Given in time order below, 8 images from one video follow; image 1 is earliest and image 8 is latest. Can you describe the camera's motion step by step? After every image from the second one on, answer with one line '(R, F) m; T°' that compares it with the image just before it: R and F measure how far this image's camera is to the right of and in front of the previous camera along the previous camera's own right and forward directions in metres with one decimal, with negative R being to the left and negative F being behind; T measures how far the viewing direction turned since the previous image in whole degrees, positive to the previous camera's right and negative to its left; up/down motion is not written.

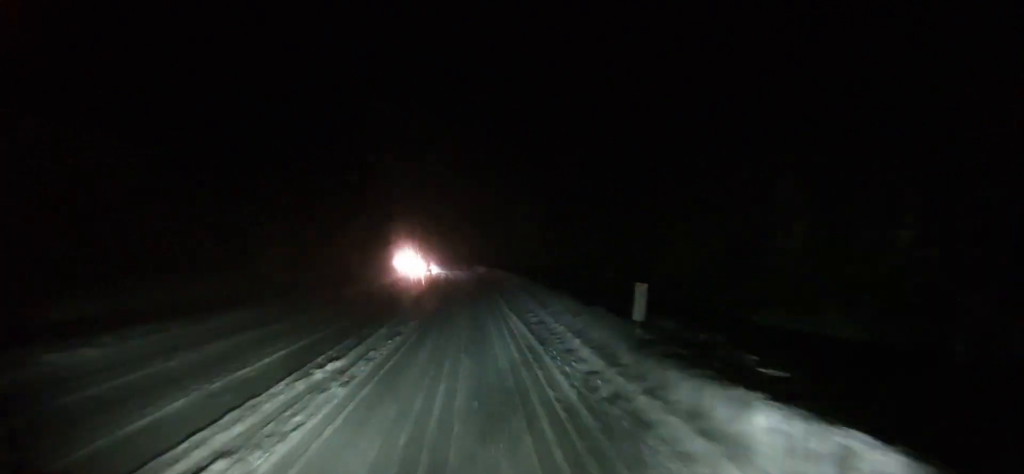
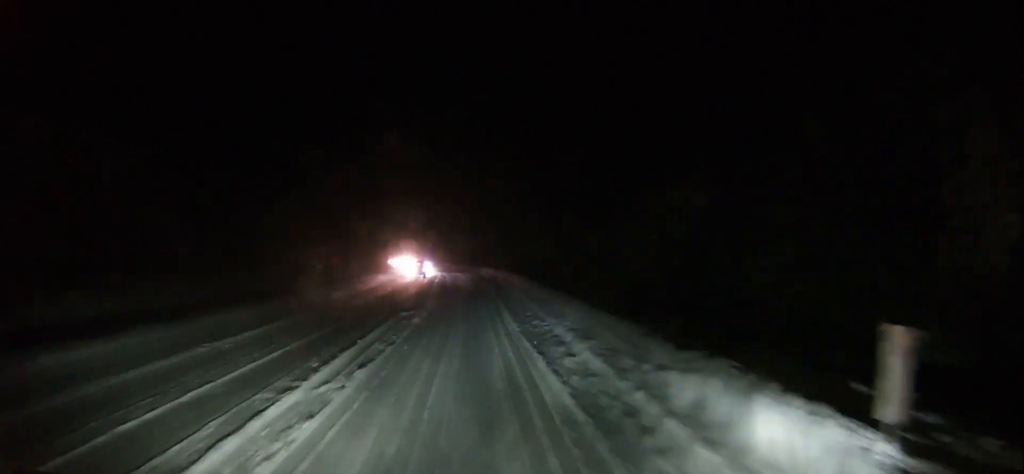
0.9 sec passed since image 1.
(0.0, +10.4) m; +1°
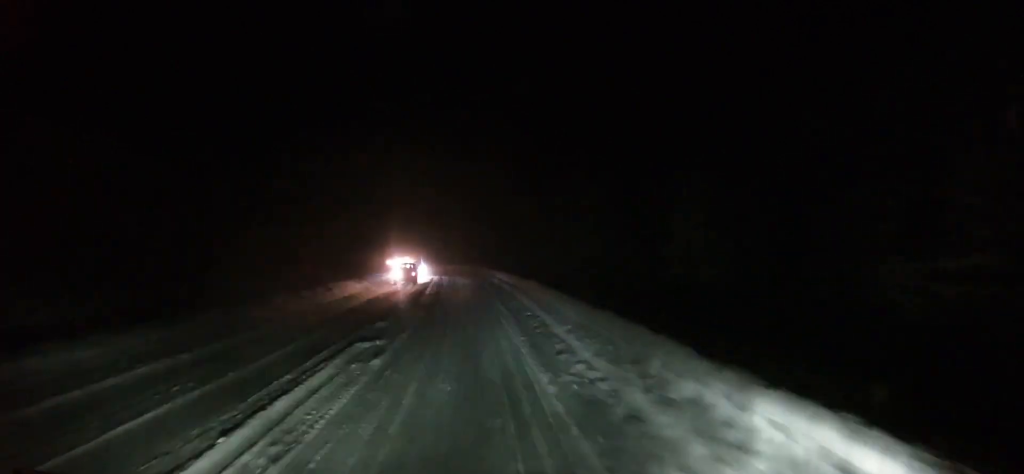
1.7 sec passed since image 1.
(+0.2, +9.9) m; 0°
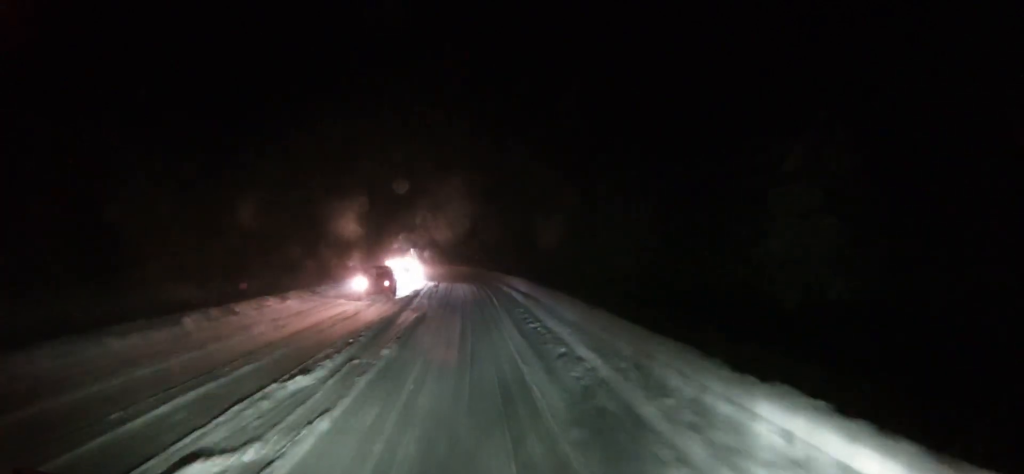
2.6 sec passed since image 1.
(-0.1, +10.6) m; -1°
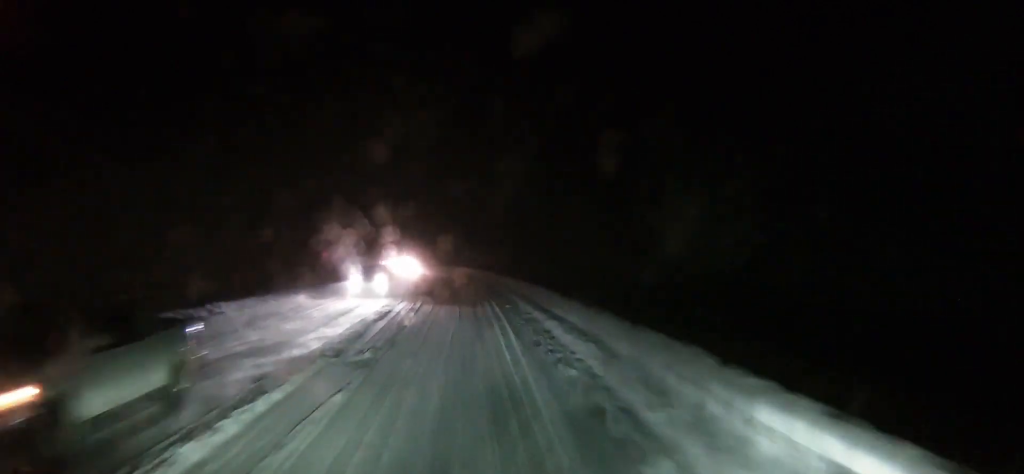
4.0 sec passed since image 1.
(-0.4, +16.0) m; -2°
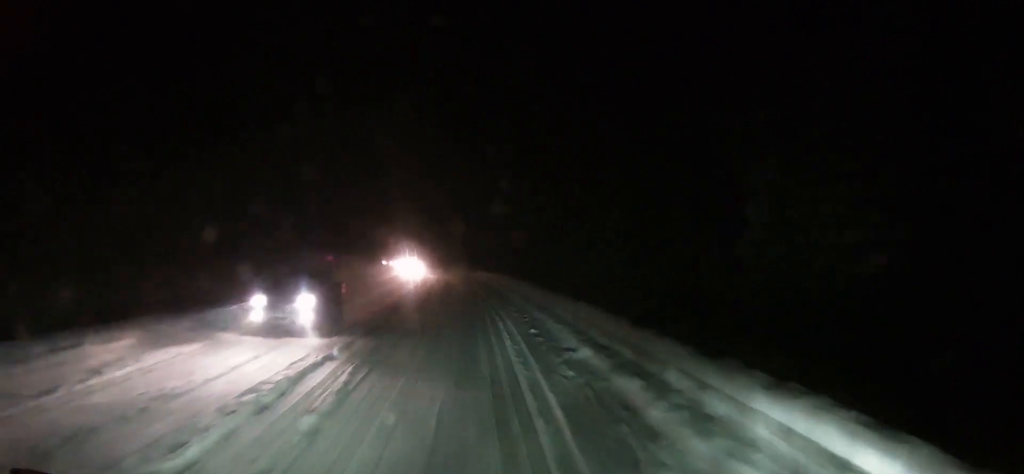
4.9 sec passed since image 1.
(-0.1, +10.4) m; -1°
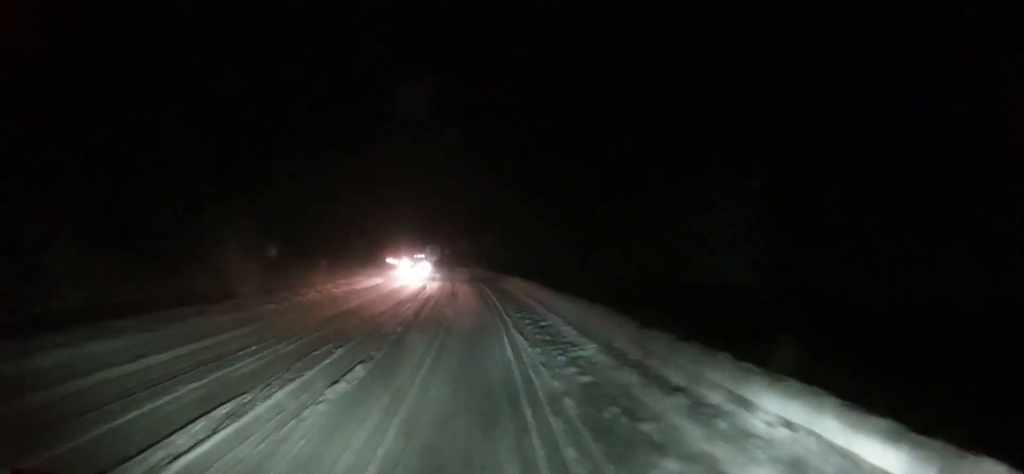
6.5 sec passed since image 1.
(-0.4, +18.3) m; -3°
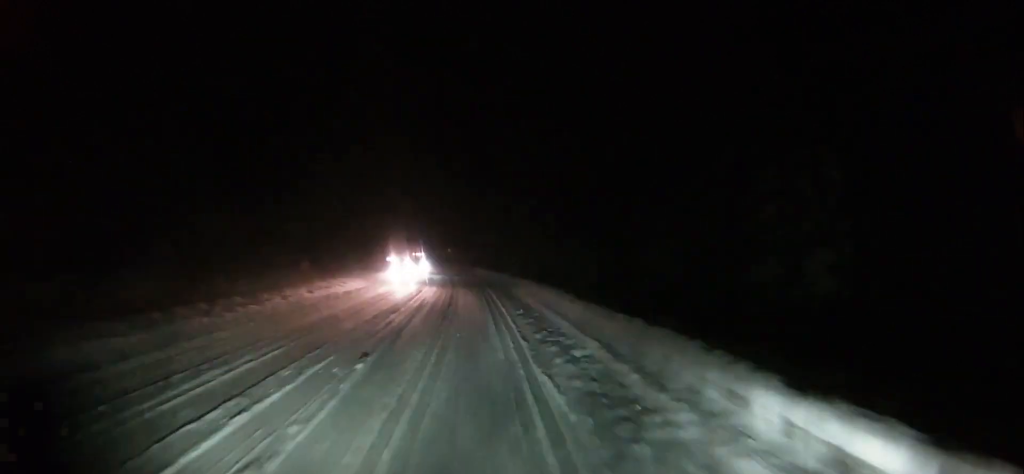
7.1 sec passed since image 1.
(-0.3, +7.6) m; -1°
